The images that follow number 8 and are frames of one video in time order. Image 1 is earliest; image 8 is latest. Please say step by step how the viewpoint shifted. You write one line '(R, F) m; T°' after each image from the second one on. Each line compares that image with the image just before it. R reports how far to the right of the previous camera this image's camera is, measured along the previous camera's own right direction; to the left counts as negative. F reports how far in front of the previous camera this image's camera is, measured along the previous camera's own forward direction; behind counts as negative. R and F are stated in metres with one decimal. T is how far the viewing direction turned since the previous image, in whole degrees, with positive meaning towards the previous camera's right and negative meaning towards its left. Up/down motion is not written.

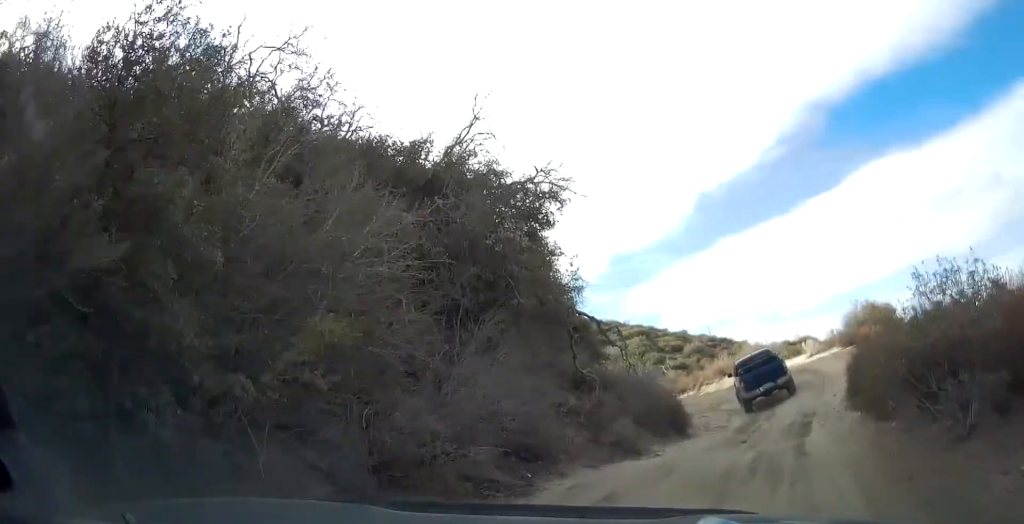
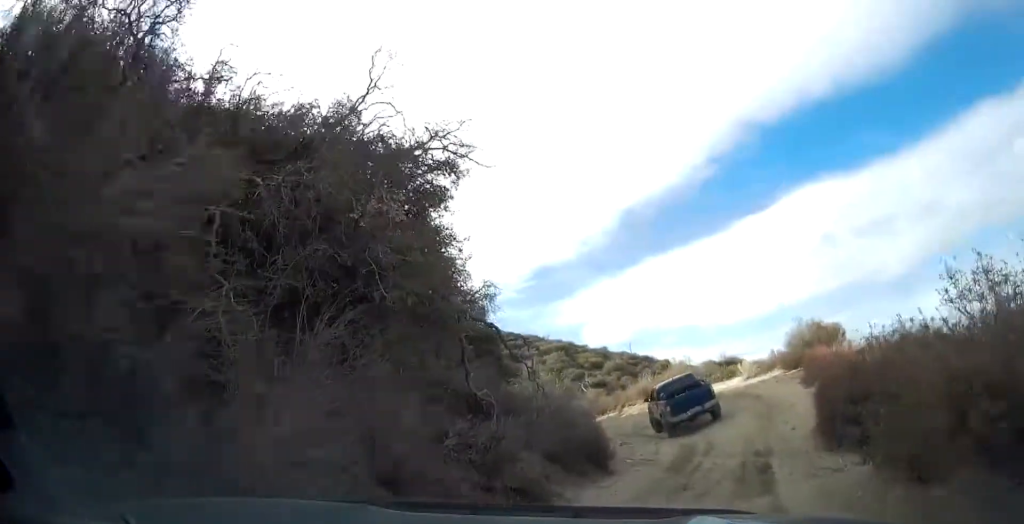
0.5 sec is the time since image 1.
(+0.1, +2.7) m; +7°
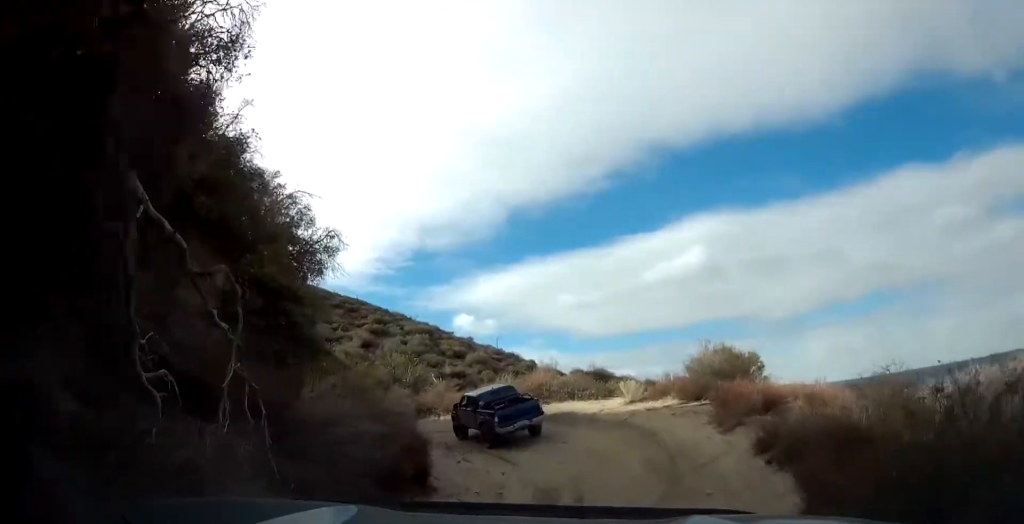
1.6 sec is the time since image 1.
(+0.5, +5.3) m; +8°
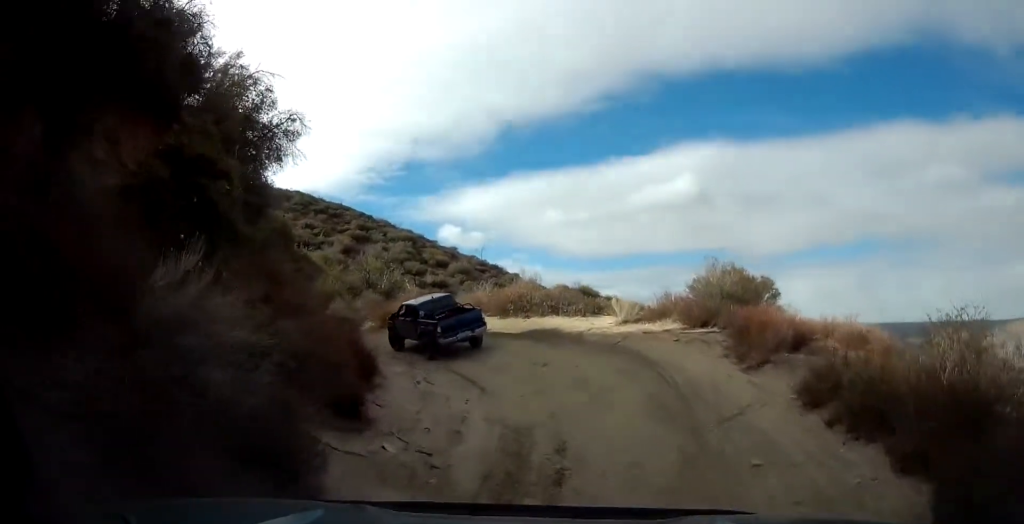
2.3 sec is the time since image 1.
(+0.1, +2.8) m; +5°
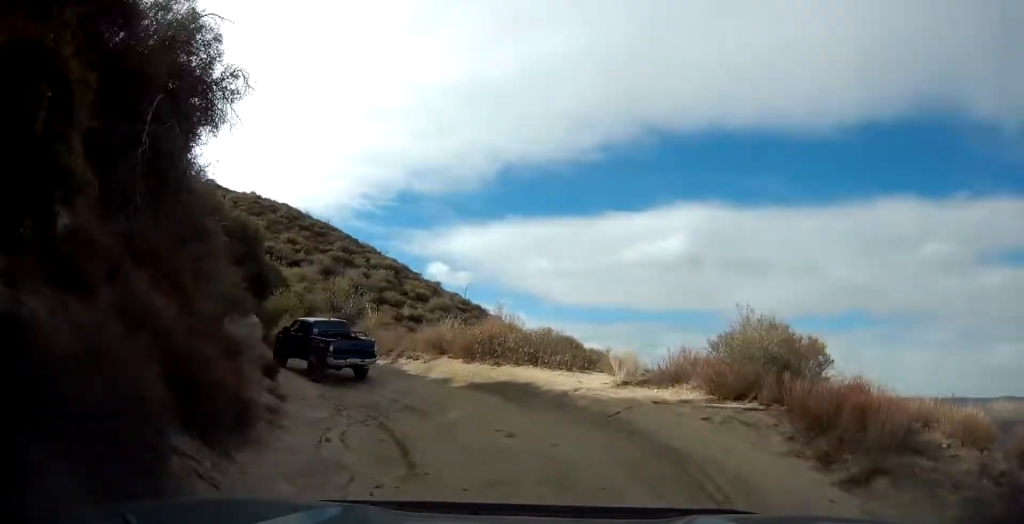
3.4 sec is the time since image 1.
(+0.4, +4.5) m; +5°
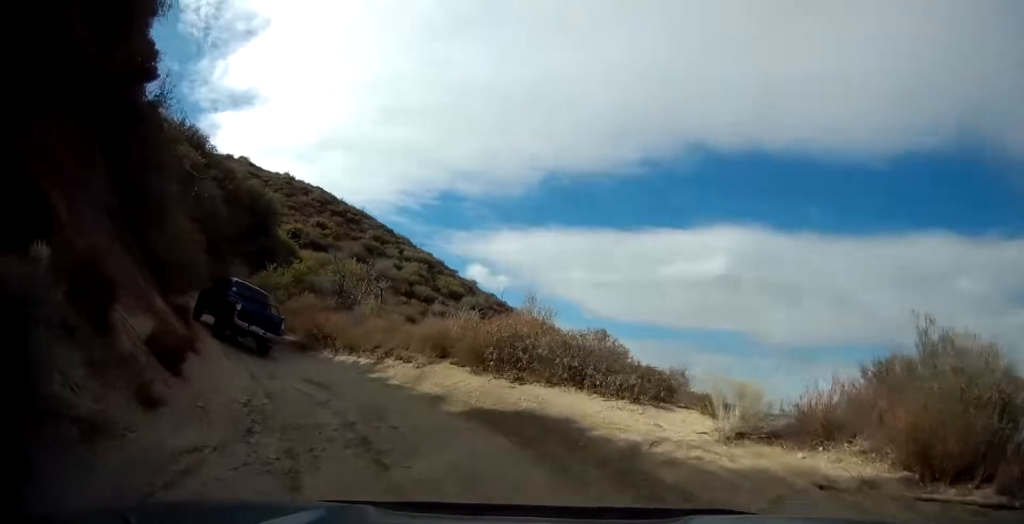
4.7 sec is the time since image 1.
(-0.2, +5.4) m; -8°
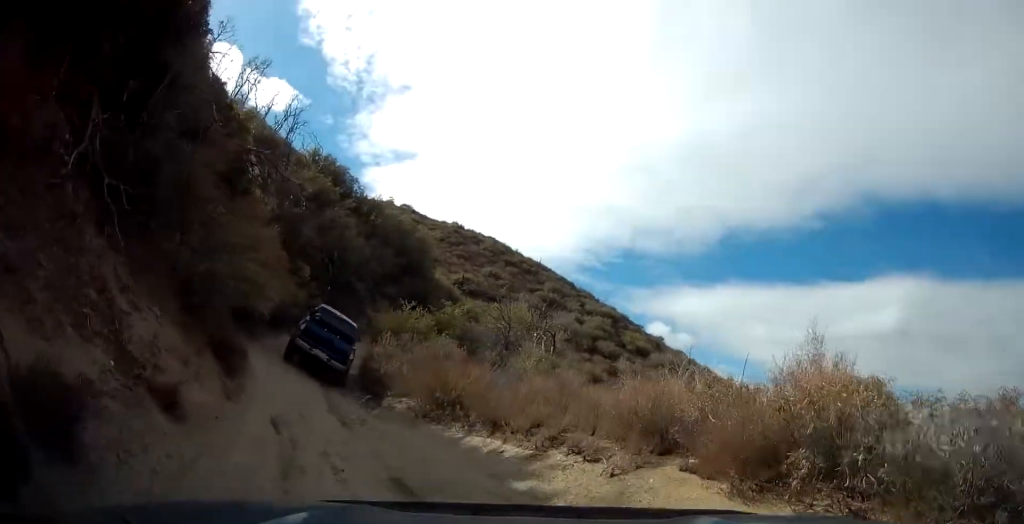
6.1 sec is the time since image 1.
(-0.7, +6.3) m; -11°
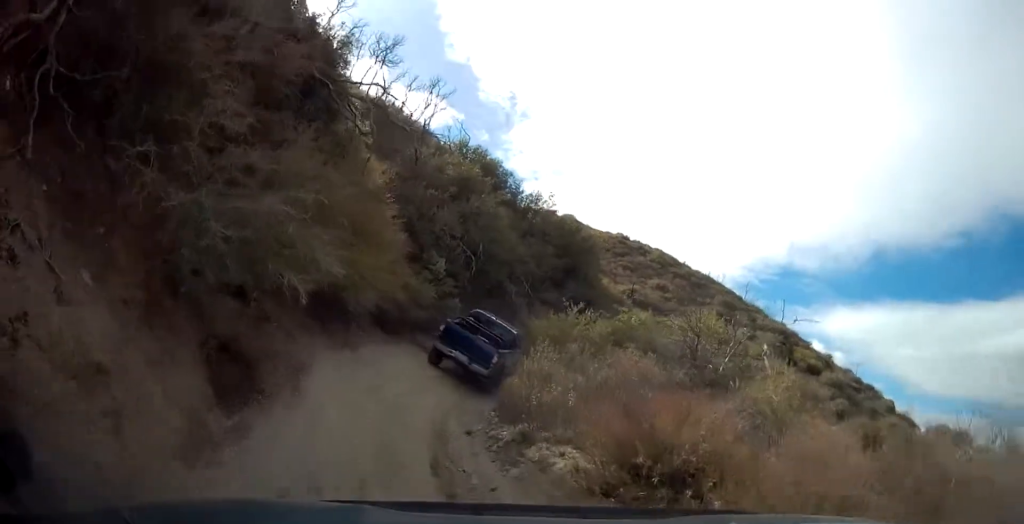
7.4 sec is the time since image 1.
(-0.5, +5.7) m; -14°
